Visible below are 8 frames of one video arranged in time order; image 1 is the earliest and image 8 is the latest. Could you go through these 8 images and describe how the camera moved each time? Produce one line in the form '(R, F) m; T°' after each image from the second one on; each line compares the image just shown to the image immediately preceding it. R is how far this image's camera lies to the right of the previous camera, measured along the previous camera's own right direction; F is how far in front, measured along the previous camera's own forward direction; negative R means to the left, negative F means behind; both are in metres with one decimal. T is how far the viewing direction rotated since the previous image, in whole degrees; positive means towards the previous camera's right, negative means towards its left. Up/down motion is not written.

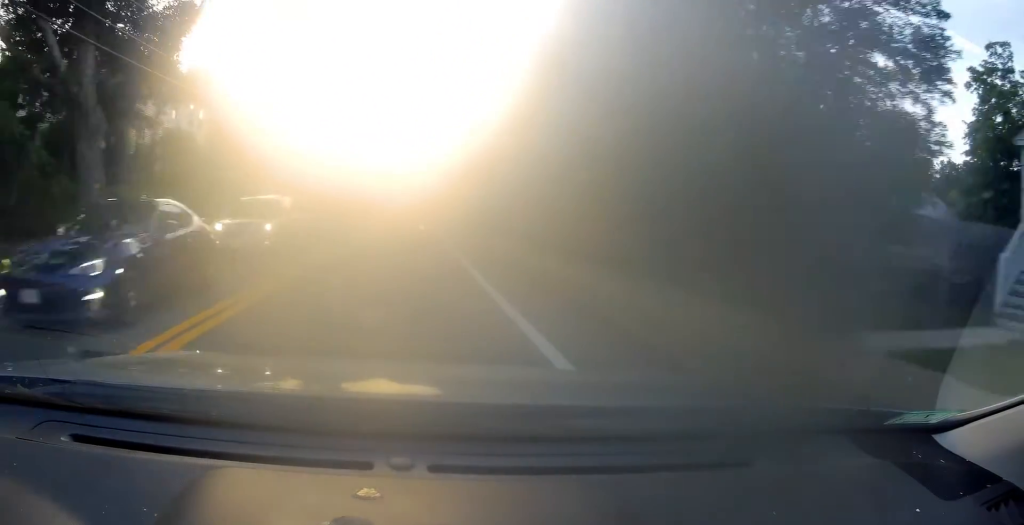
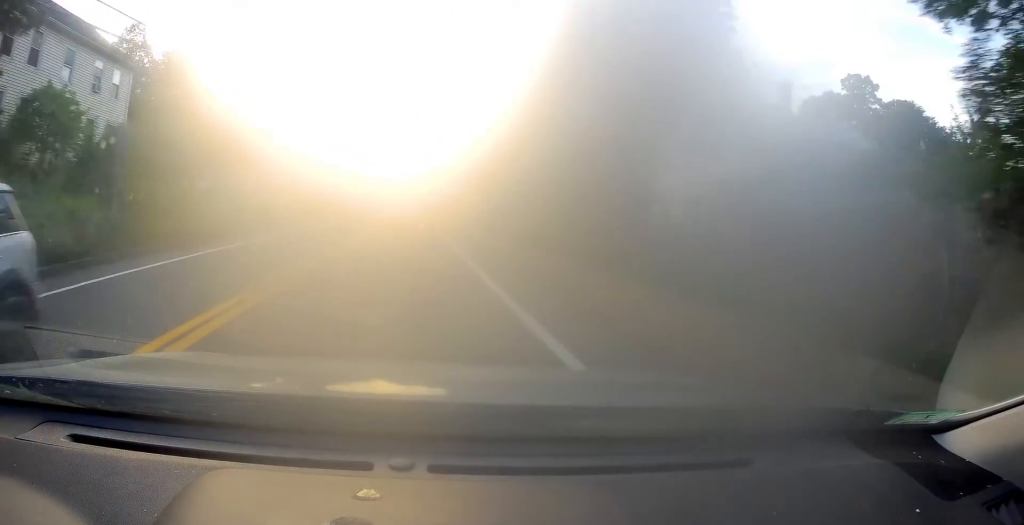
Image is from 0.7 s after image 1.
(-0.2, +12.0) m; -1°
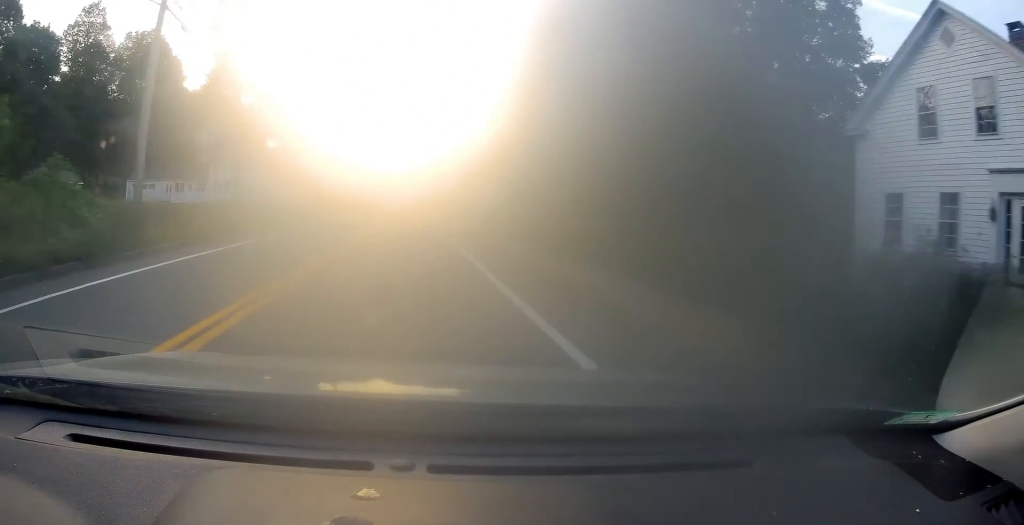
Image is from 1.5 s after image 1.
(-0.1, +14.3) m; +2°
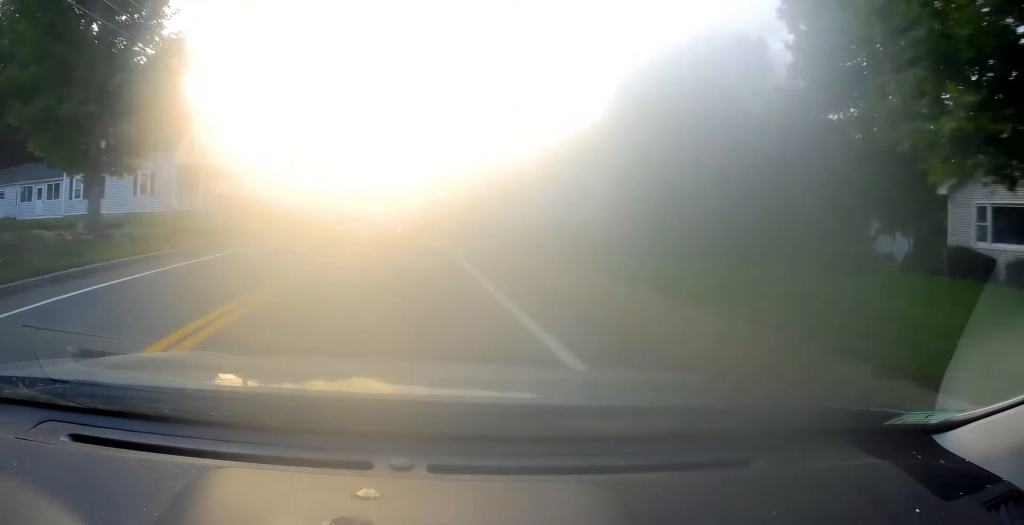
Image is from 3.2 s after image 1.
(+1.1, +29.2) m; 0°
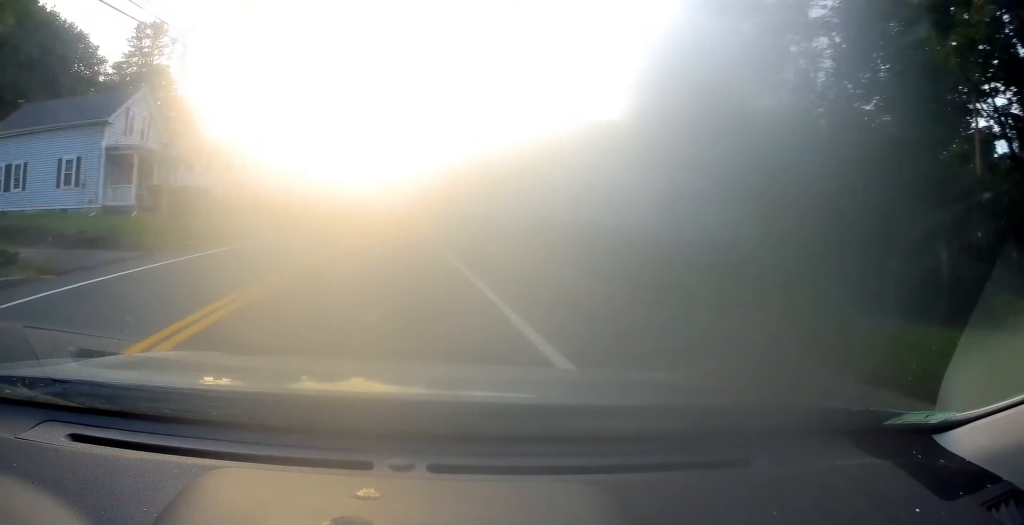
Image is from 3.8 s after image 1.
(-0.1, +9.0) m; -1°
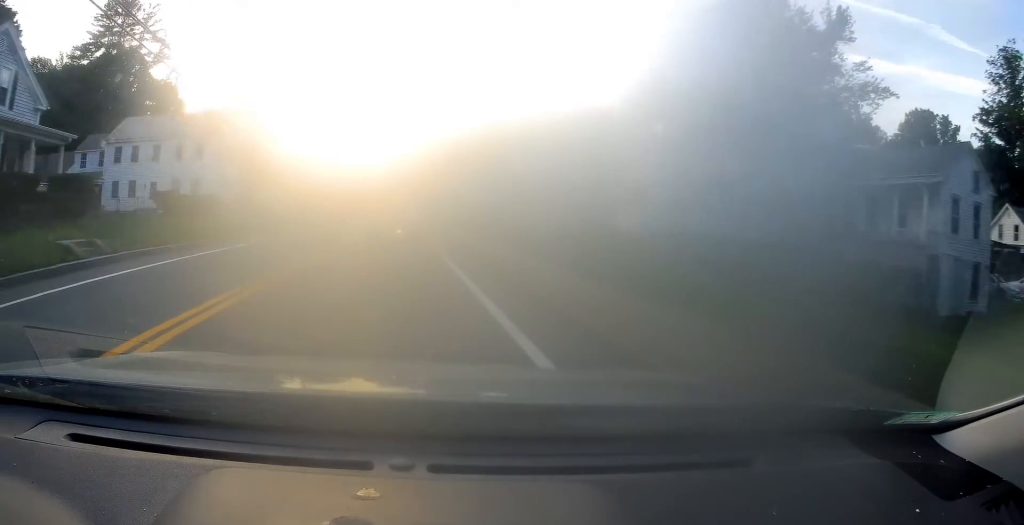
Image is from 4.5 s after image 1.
(-0.5, +12.8) m; 0°
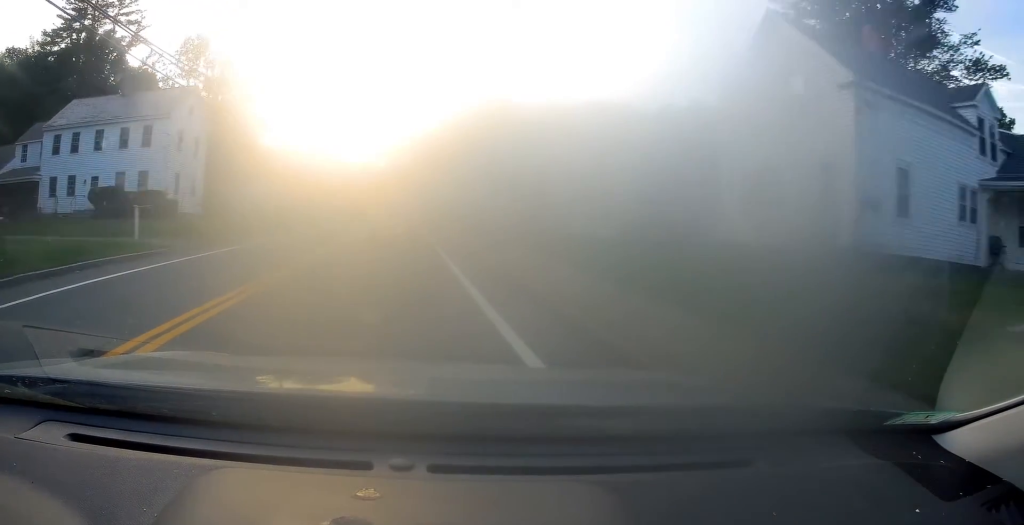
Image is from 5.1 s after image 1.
(+0.5, +9.6) m; +1°
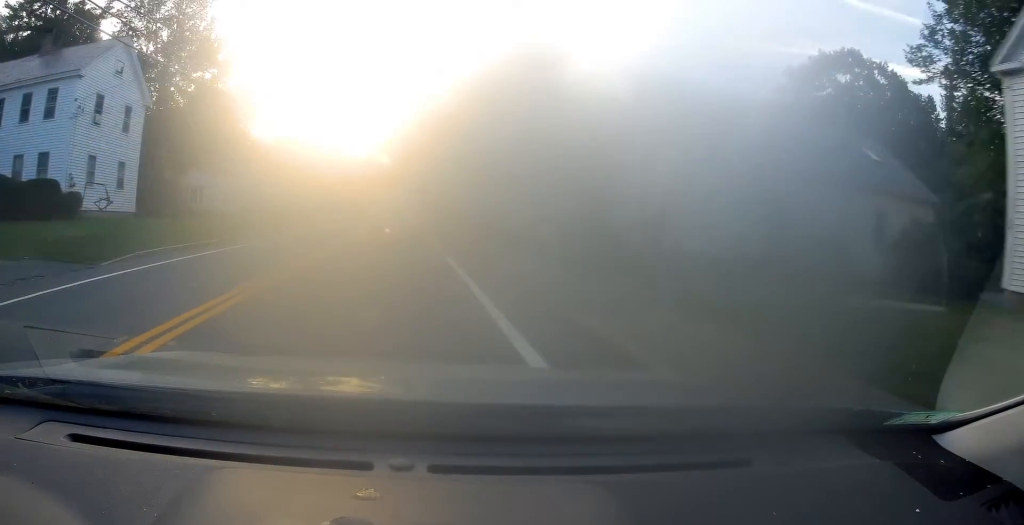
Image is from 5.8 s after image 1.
(+0.2, +11.9) m; 0°
